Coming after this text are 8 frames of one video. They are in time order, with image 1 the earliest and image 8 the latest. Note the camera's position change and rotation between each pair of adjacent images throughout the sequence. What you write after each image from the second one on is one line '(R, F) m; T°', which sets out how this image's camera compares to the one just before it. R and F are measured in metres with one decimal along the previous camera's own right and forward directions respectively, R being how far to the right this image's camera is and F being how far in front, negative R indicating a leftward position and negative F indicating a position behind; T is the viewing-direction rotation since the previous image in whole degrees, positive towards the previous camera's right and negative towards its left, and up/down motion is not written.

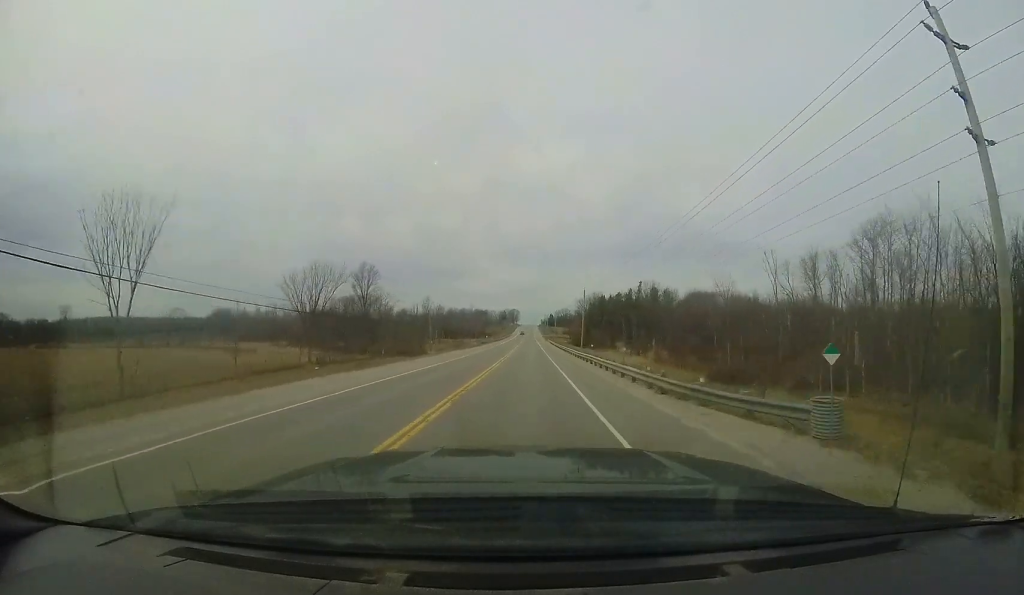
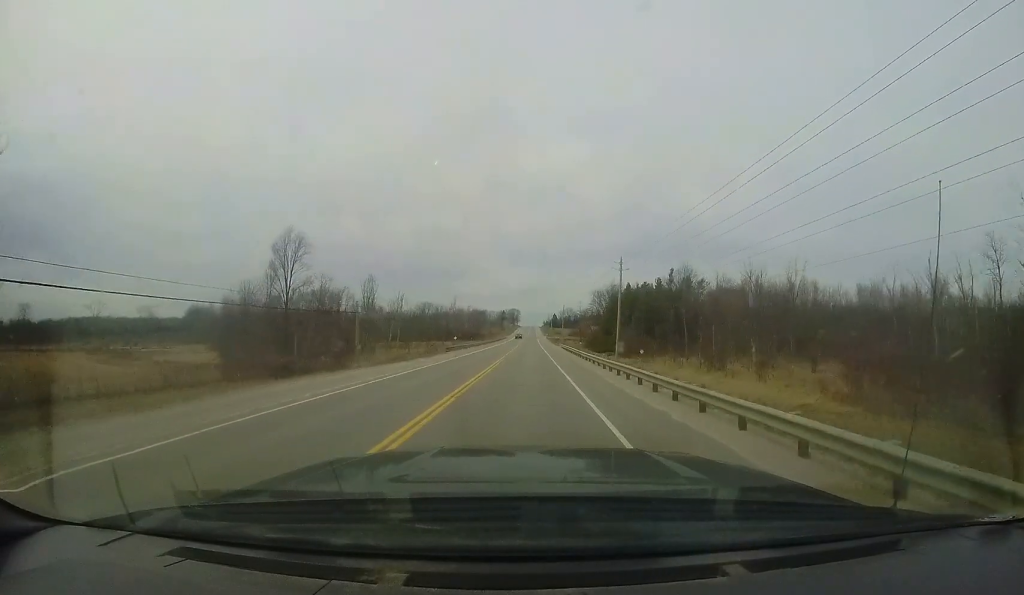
(+0.2, +31.2) m; -1°
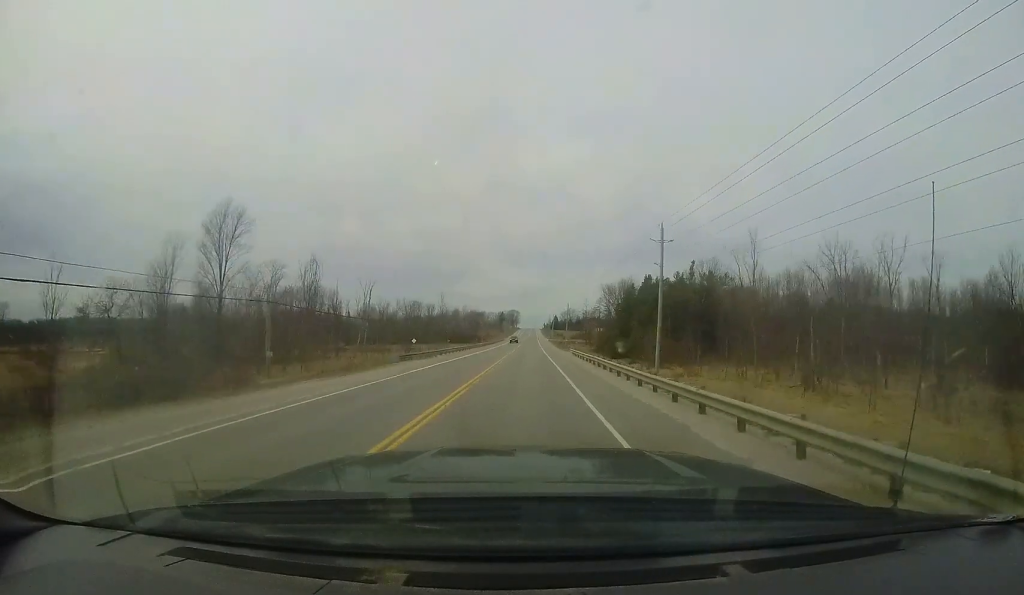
(-0.3, +15.2) m; -1°
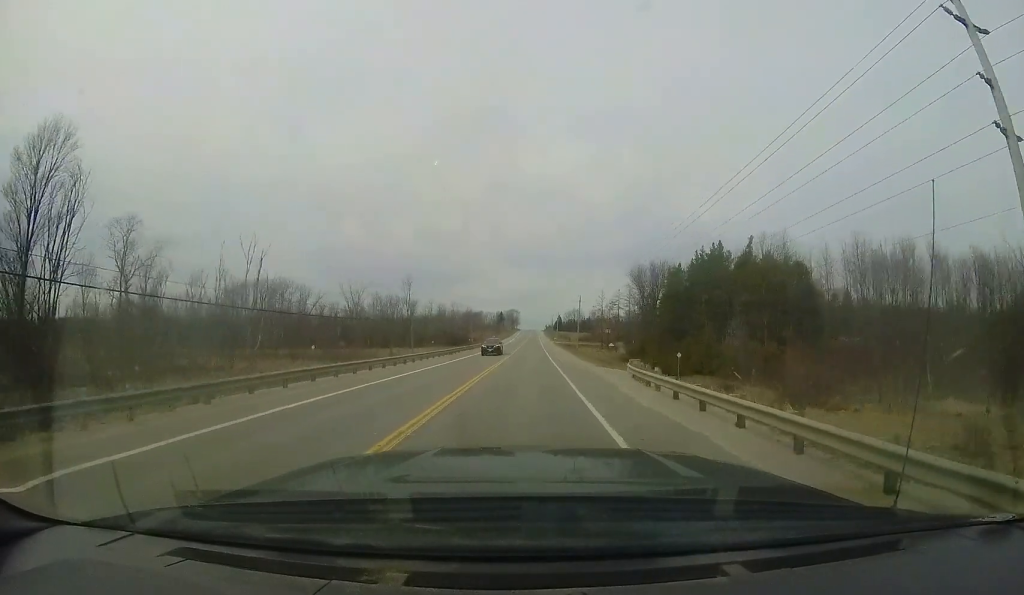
(-0.2, +26.6) m; 0°
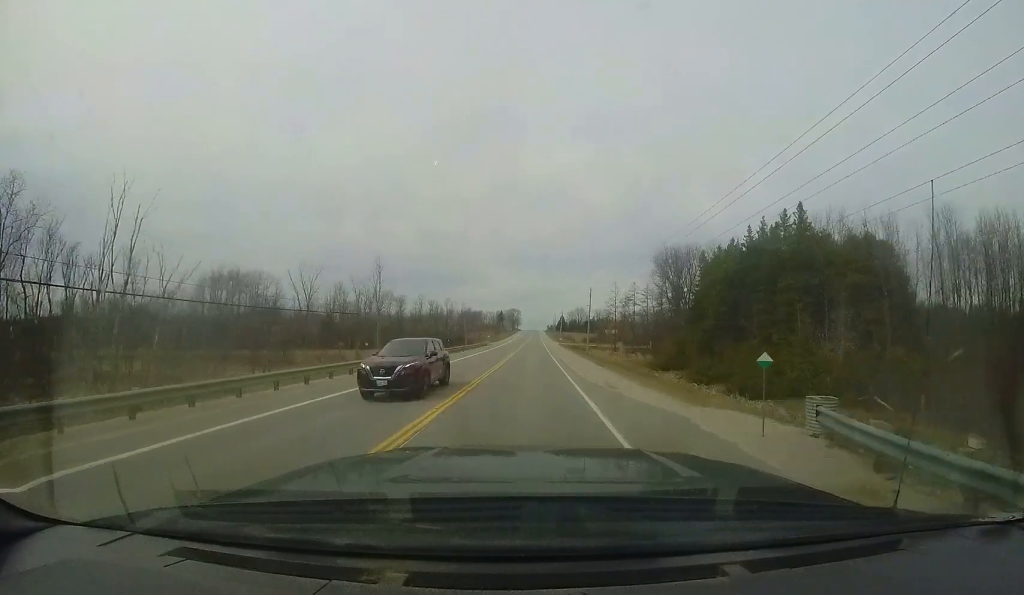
(0.0, +14.2) m; 0°
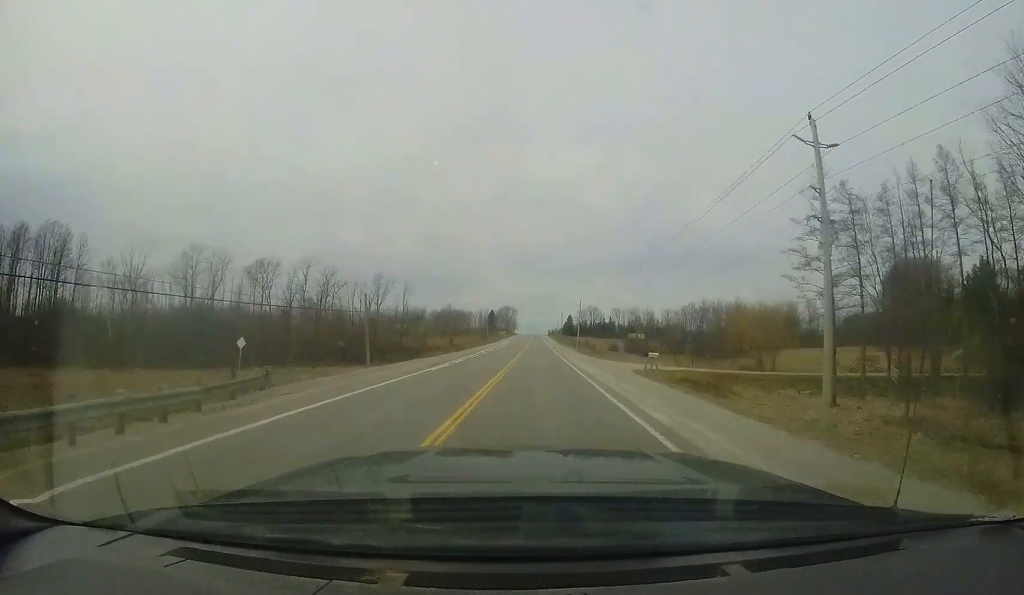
(-0.3, +62.4) m; -1°
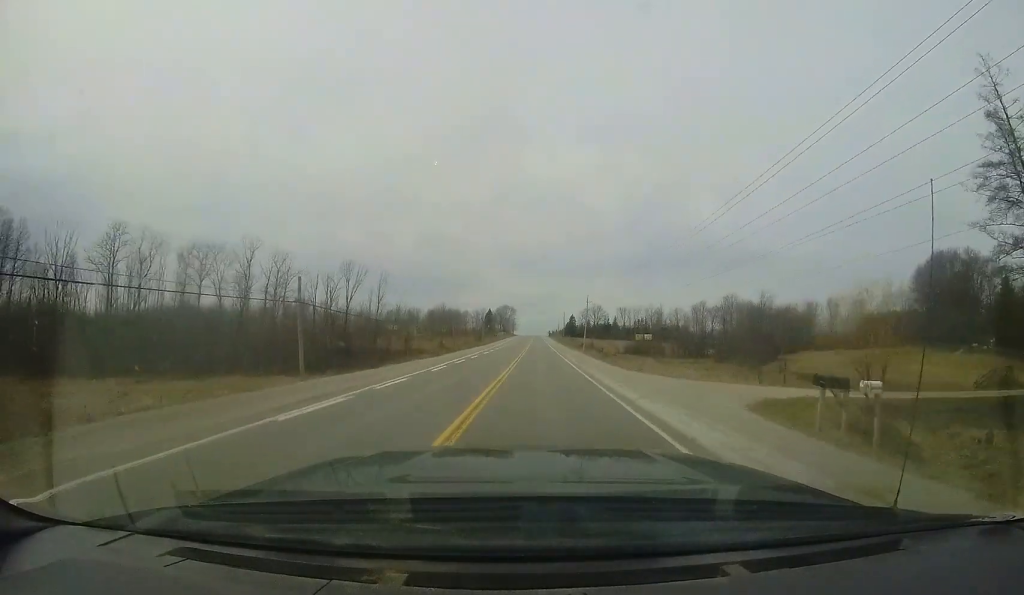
(-0.1, +12.9) m; 0°
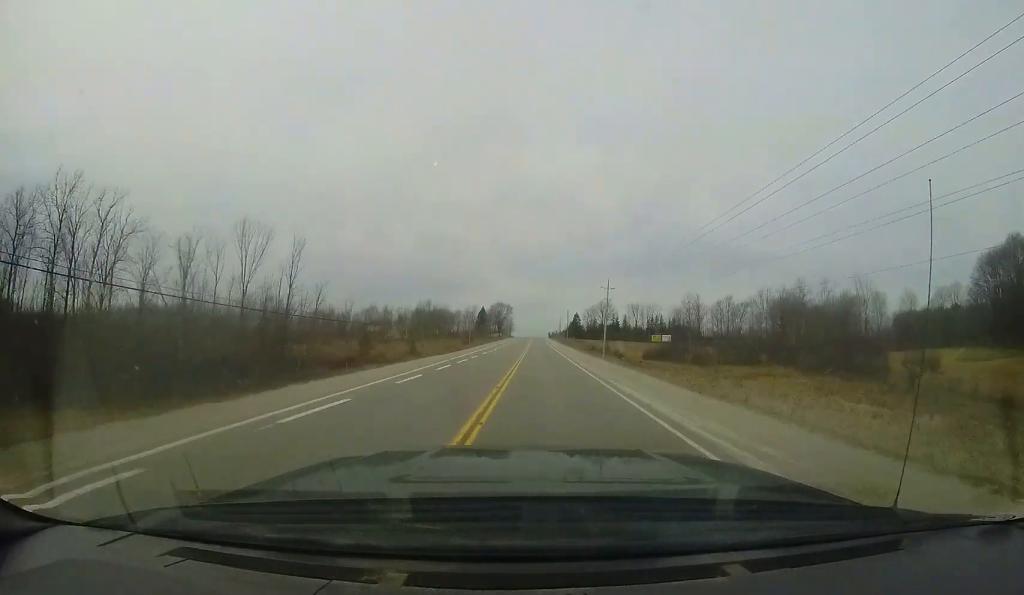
(+0.3, +24.9) m; +1°
